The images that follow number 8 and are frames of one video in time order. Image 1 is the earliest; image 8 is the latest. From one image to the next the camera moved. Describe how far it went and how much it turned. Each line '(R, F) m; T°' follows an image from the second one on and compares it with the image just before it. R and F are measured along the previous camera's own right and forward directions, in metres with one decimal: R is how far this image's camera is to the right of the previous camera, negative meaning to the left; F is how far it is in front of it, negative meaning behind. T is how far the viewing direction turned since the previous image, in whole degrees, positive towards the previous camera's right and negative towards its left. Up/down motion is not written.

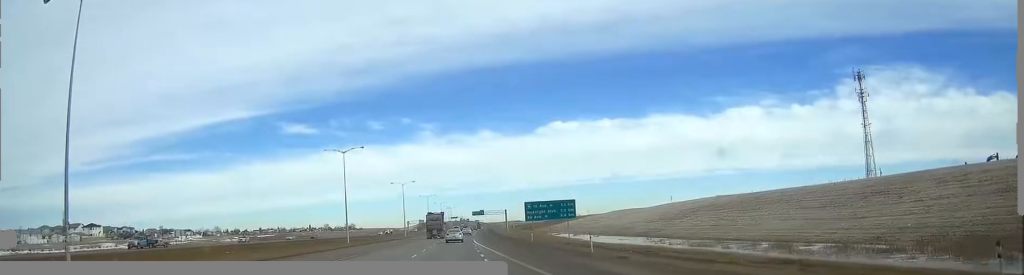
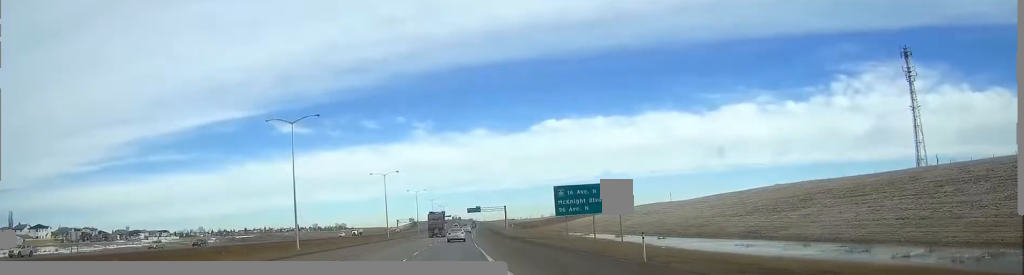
(+0.3, +42.9) m; +1°
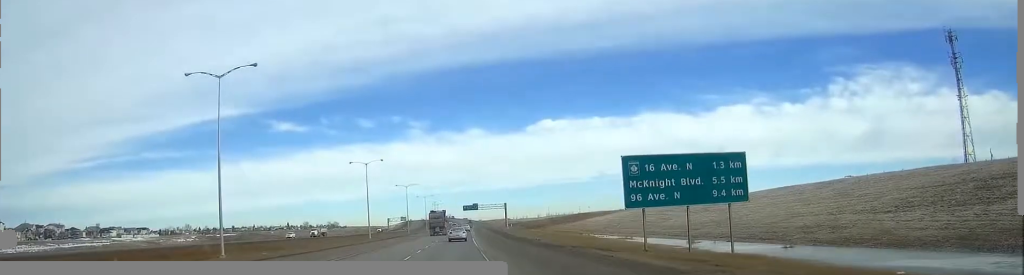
(+0.1, +33.7) m; +1°
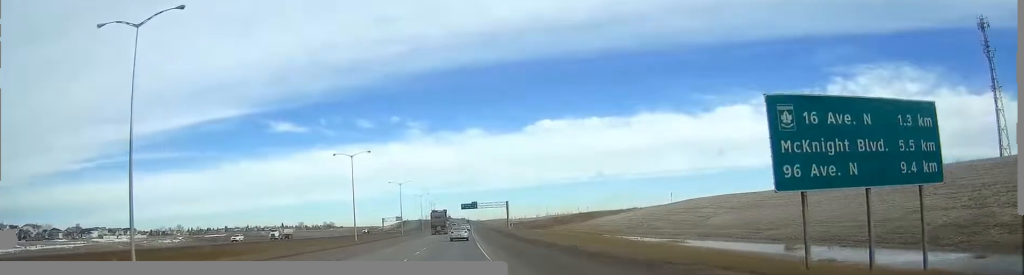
(+0.1, +21.8) m; 0°
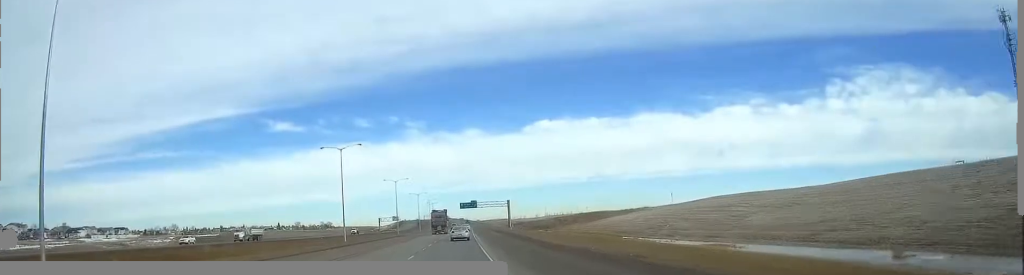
(0.0, +13.6) m; 0°
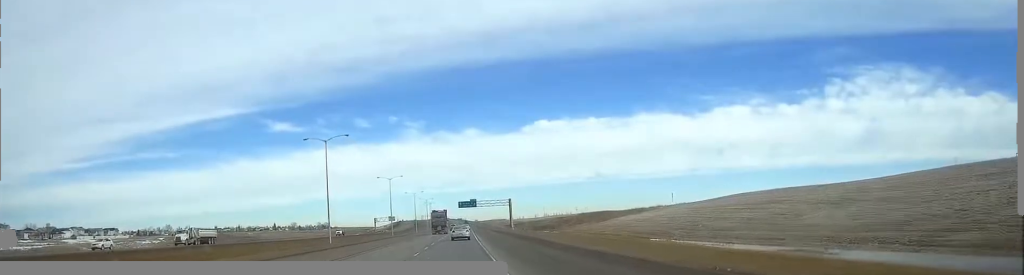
(0.0, +15.4) m; 0°
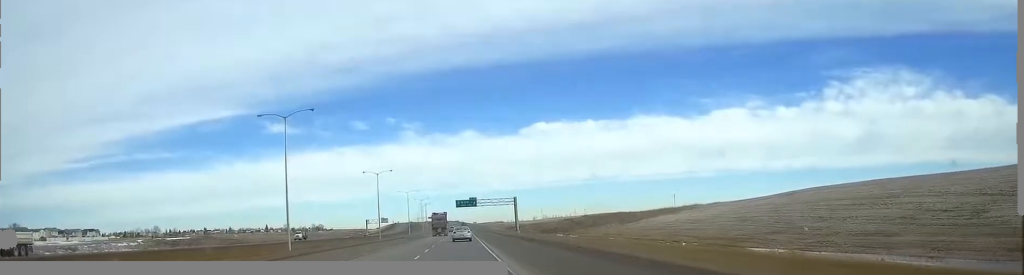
(+0.1, +30.6) m; 0°
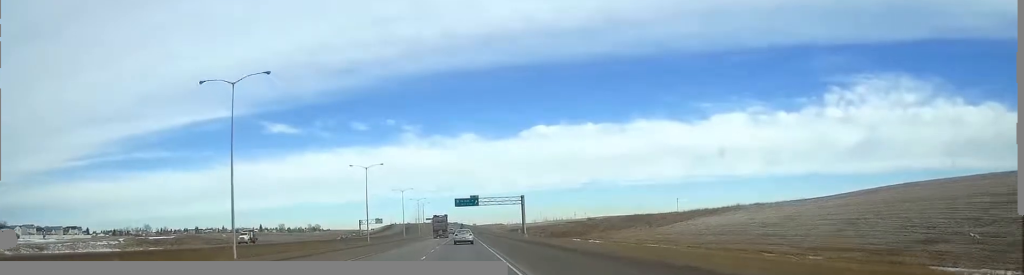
(0.0, +25.1) m; 0°
